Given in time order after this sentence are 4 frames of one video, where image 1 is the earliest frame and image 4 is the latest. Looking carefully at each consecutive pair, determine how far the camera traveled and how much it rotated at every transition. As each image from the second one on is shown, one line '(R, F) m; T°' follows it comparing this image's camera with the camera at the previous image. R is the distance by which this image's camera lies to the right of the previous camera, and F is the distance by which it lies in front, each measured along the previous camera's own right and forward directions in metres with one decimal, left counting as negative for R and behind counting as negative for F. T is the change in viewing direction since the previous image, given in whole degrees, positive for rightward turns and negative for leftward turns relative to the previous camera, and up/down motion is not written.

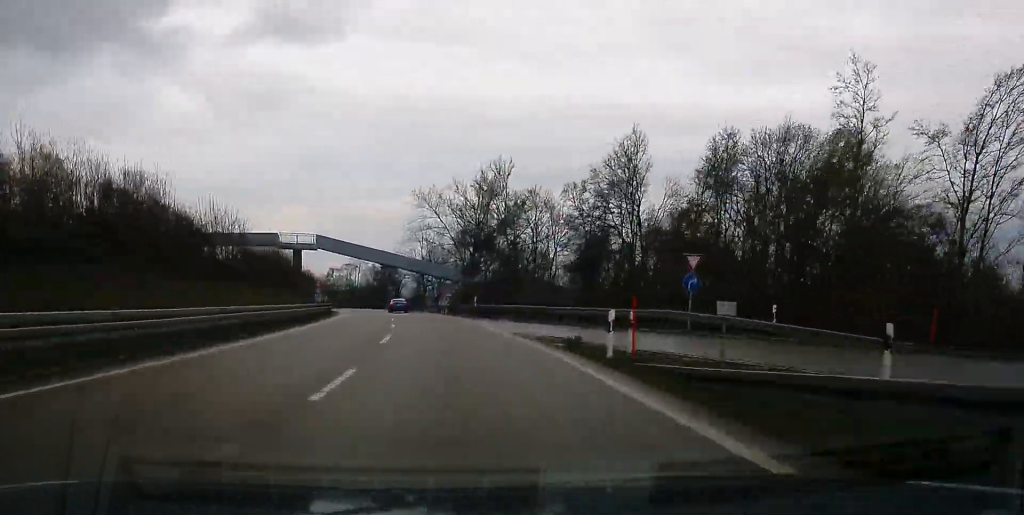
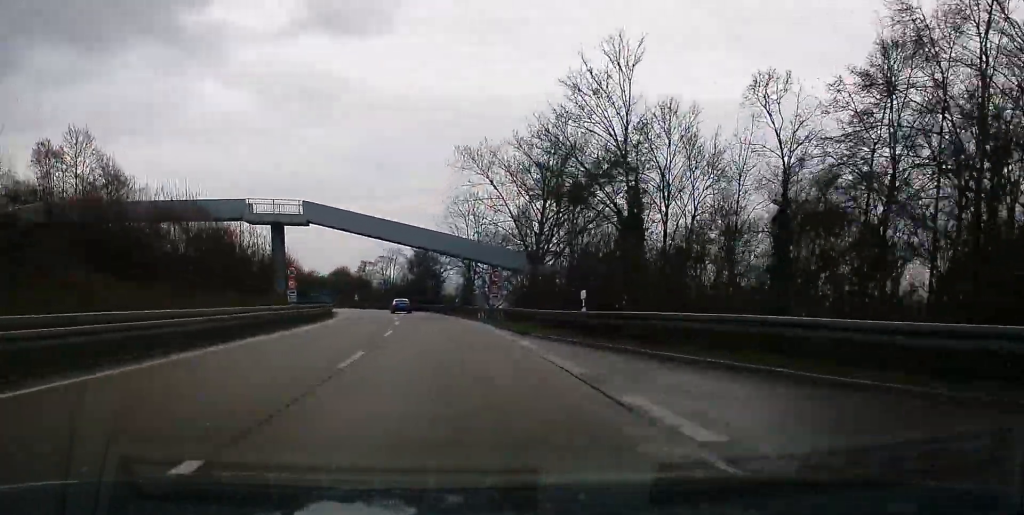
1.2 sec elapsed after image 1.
(-0.9, +31.7) m; -4°
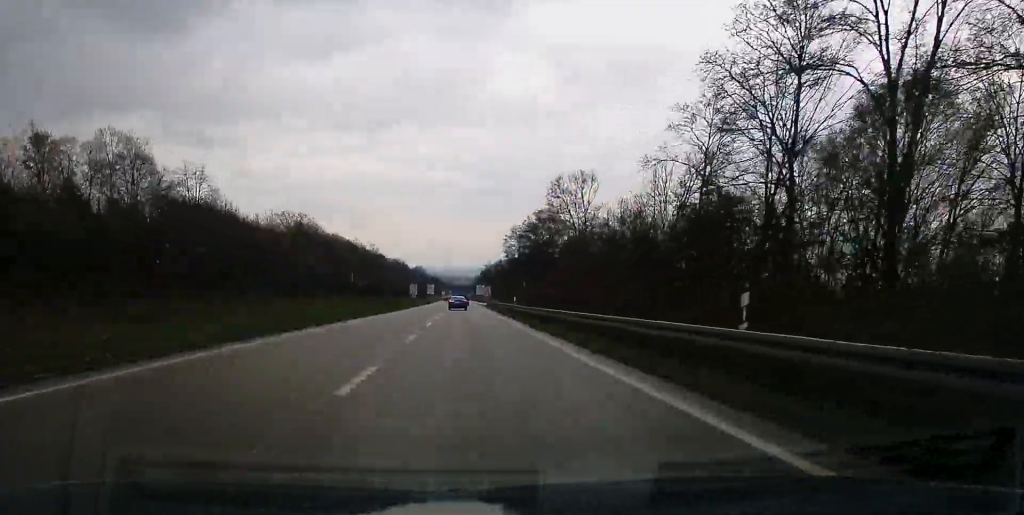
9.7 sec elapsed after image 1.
(-44.5, +228.6) m; -19°
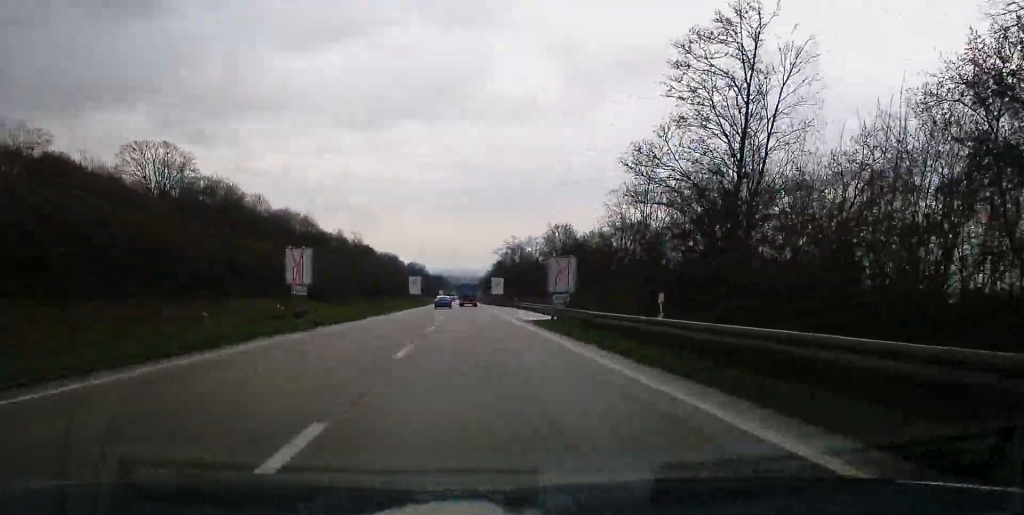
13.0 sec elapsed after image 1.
(+1.3, +88.8) m; +2°
